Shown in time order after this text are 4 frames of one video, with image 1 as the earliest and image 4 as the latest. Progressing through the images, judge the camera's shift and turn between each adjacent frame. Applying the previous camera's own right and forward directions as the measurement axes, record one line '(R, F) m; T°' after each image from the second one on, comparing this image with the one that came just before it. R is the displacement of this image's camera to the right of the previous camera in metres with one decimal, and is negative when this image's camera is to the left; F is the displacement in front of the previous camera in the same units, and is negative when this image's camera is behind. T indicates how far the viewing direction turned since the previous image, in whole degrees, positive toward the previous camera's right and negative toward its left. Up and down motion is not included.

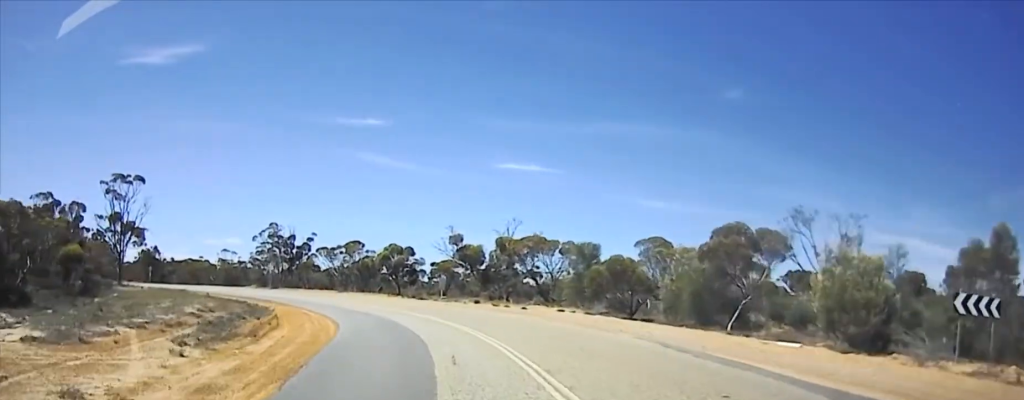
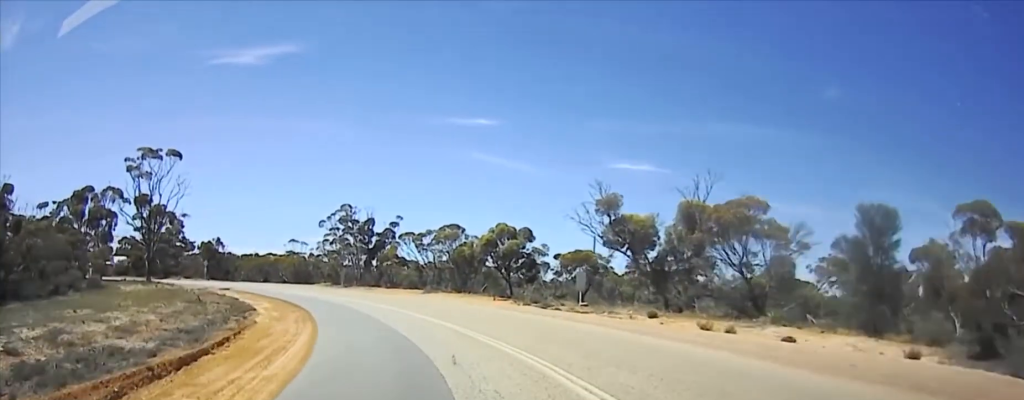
(-1.0, +9.4) m; -14°
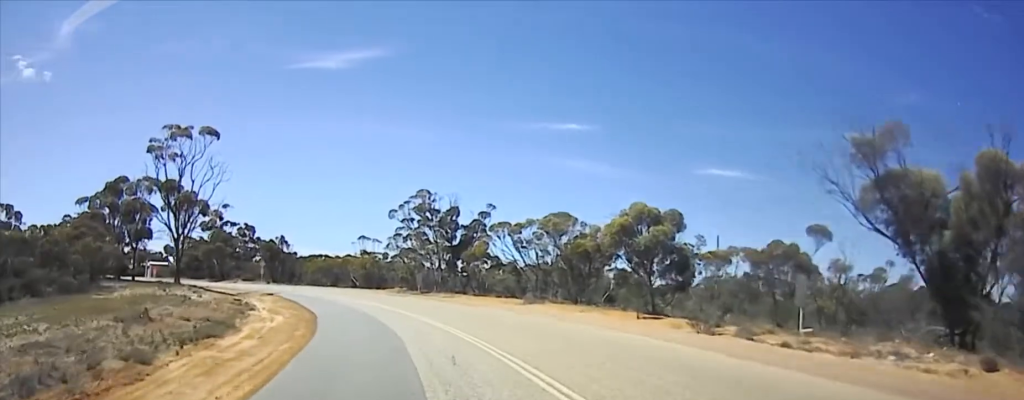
(-0.4, +5.9) m; -5°
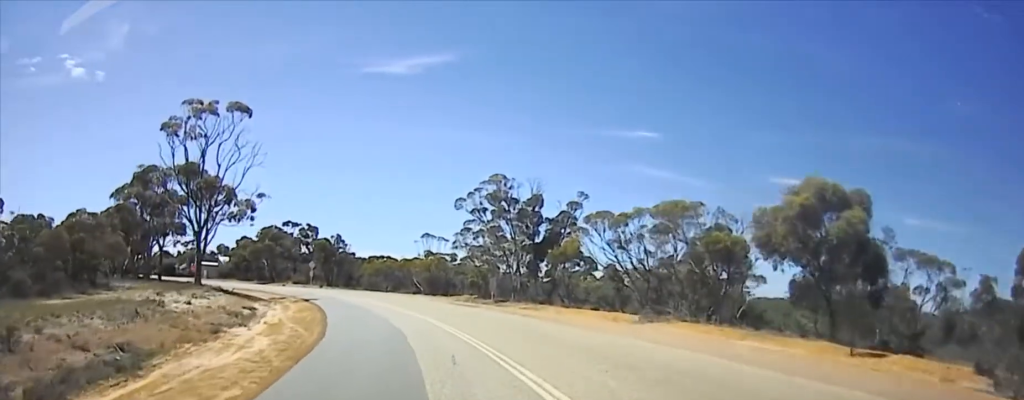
(-0.1, +3.9) m; -1°
